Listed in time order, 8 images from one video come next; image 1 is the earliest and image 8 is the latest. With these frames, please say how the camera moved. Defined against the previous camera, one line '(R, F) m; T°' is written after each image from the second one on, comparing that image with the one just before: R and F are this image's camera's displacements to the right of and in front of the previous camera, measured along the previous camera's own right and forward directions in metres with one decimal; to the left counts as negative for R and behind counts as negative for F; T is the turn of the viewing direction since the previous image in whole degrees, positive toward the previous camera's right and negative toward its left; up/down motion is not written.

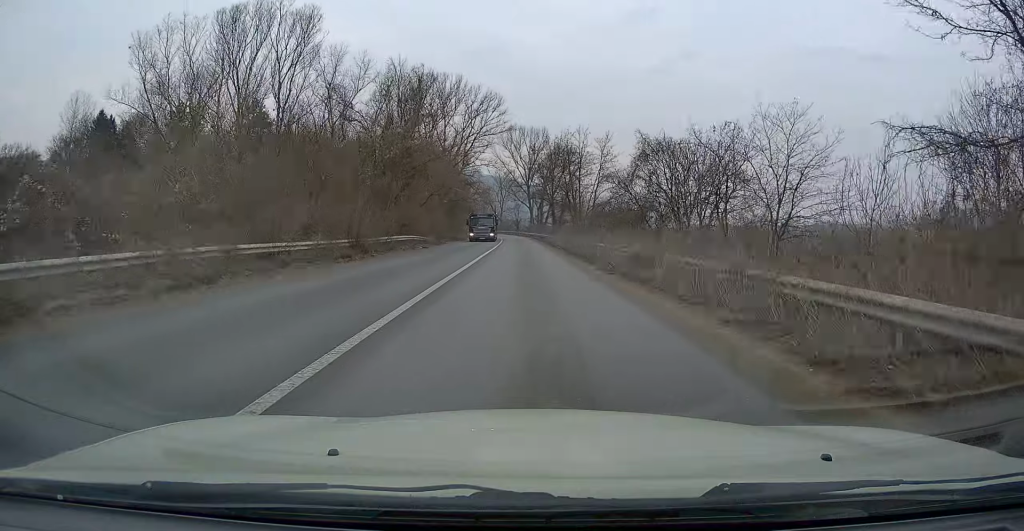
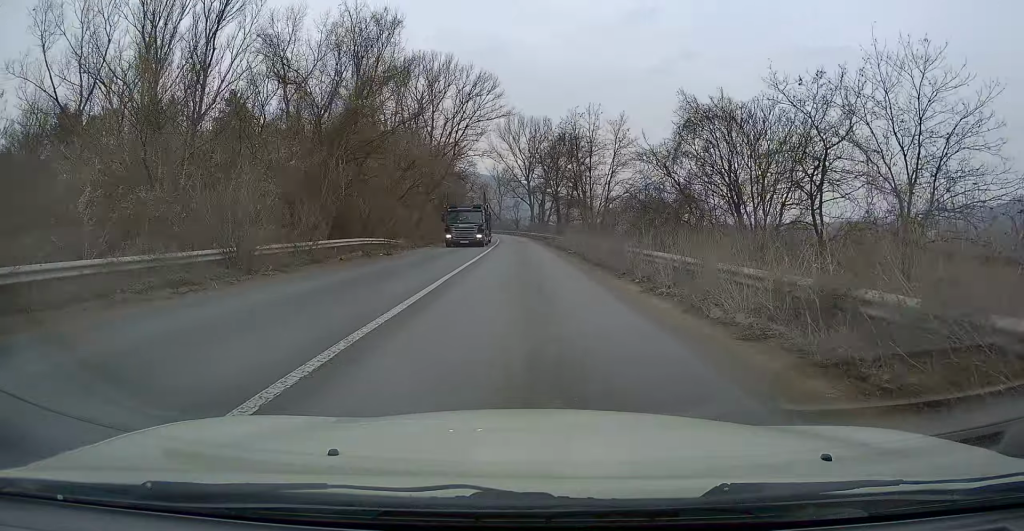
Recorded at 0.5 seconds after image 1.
(-0.1, +10.5) m; 0°
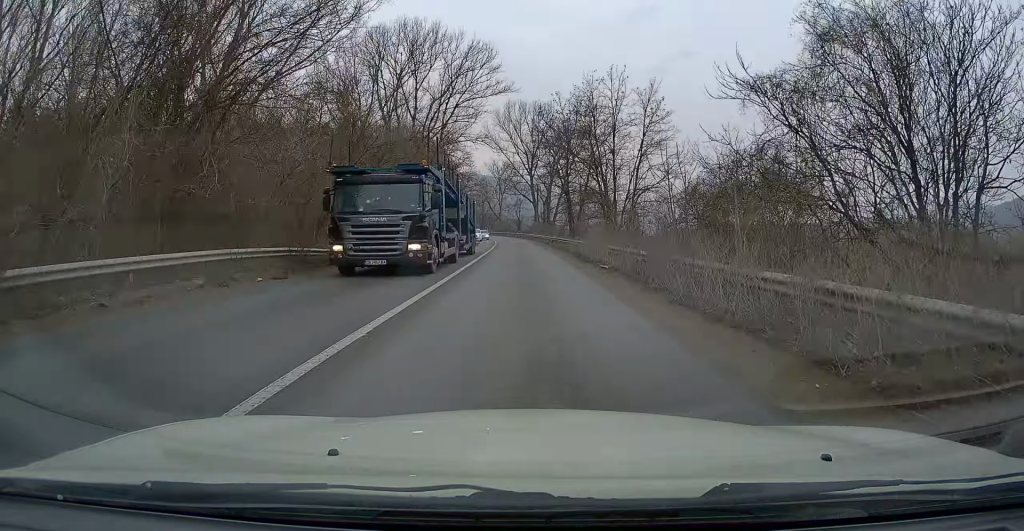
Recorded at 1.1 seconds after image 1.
(-0.1, +12.6) m; 0°
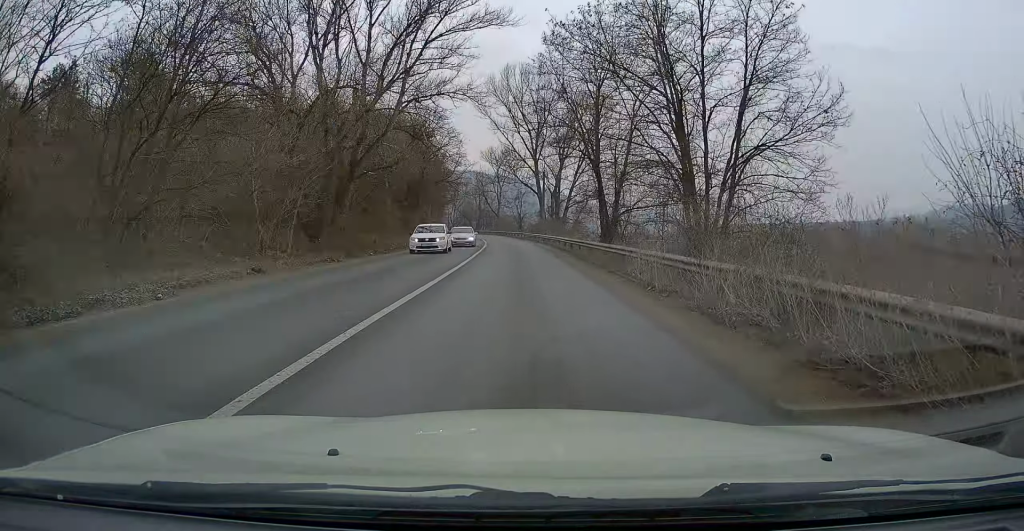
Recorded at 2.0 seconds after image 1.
(0.0, +19.6) m; 0°
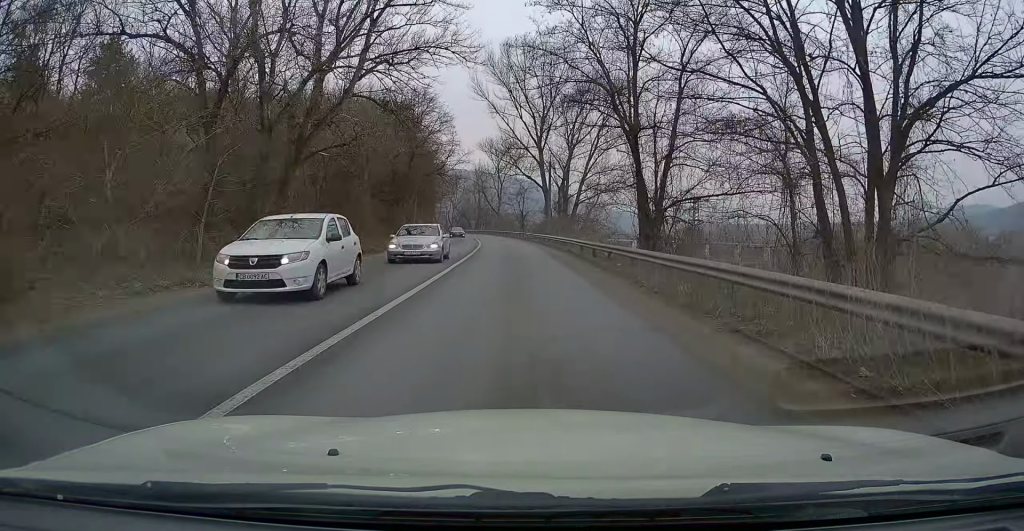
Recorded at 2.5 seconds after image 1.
(0.0, +9.9) m; 0°
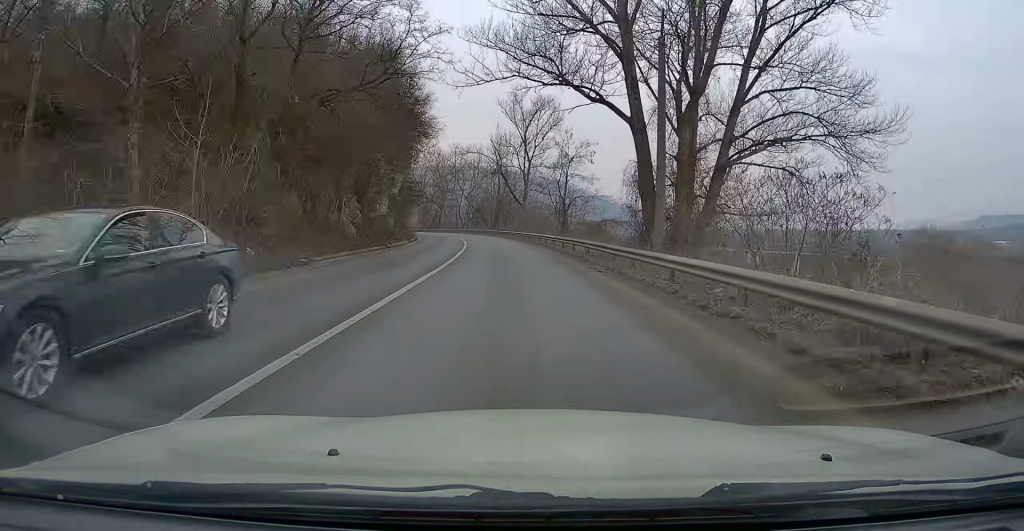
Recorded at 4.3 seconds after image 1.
(-0.2, +38.9) m; -2°
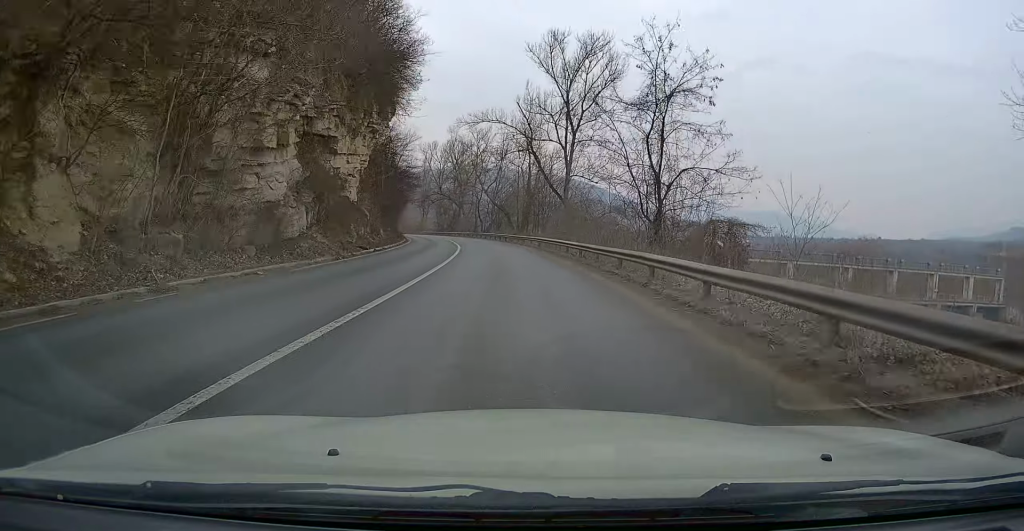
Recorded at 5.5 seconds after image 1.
(-0.6, +25.2) m; -3°
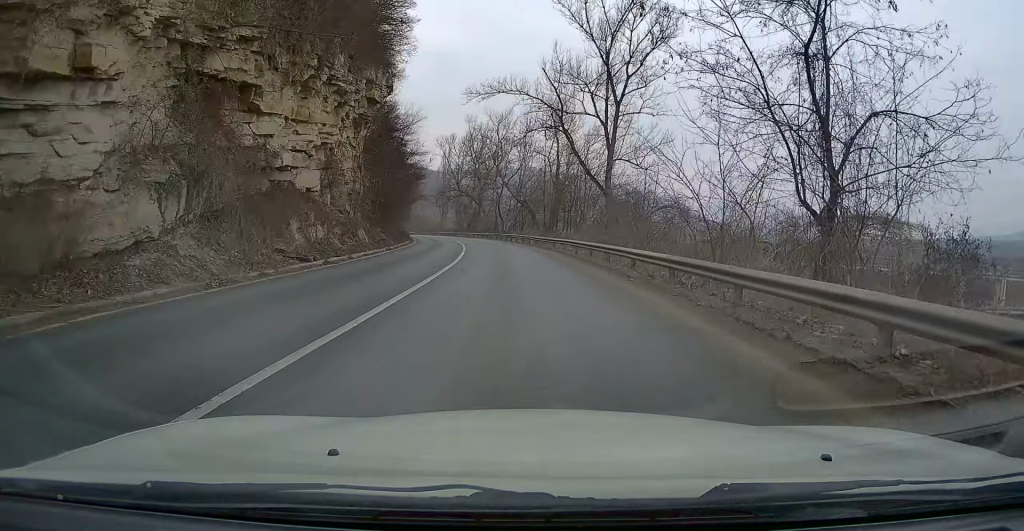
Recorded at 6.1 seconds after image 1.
(-0.2, +12.0) m; -2°
